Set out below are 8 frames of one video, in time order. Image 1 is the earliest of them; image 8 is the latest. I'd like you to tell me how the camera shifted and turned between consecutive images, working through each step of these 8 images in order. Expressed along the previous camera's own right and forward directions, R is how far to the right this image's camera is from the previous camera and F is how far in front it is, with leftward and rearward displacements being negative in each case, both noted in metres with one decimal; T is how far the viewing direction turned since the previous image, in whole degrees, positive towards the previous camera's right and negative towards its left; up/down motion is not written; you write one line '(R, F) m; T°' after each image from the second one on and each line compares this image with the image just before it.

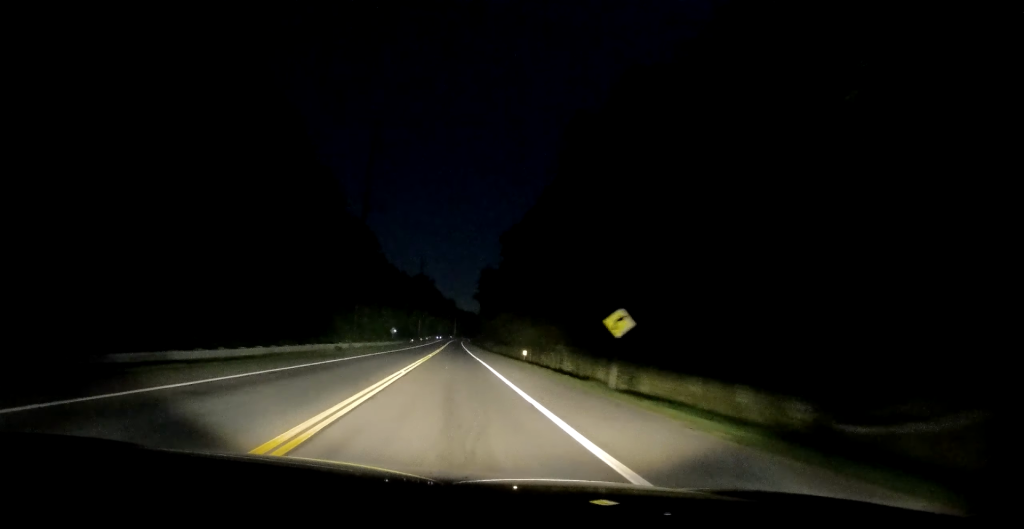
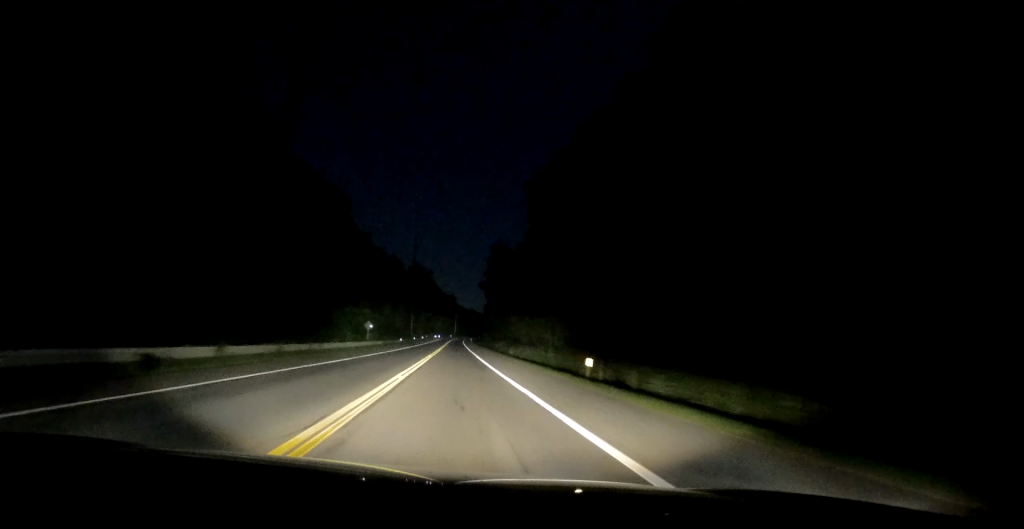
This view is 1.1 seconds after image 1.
(+0.1, +26.7) m; 0°
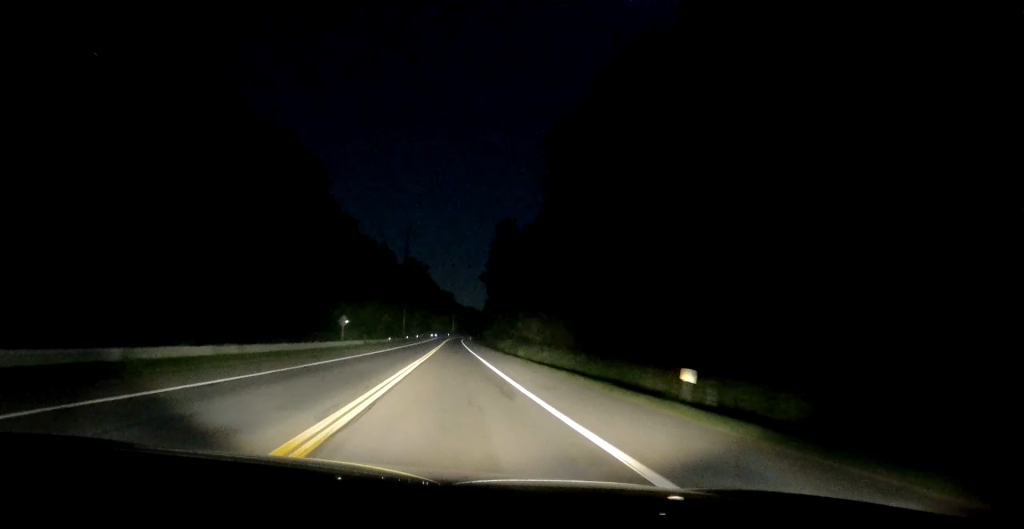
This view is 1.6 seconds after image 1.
(0.0, +14.2) m; 0°
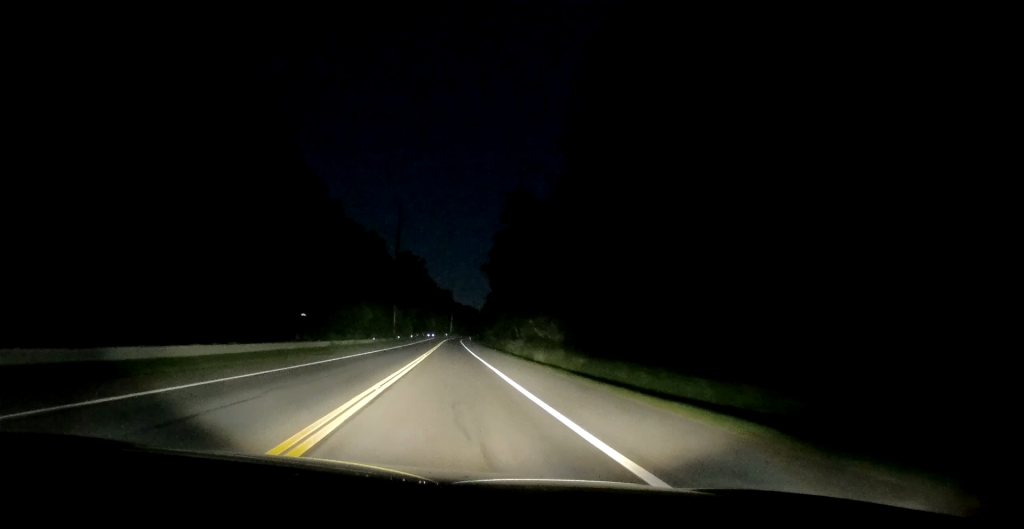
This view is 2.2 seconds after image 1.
(-0.2, +14.2) m; 0°
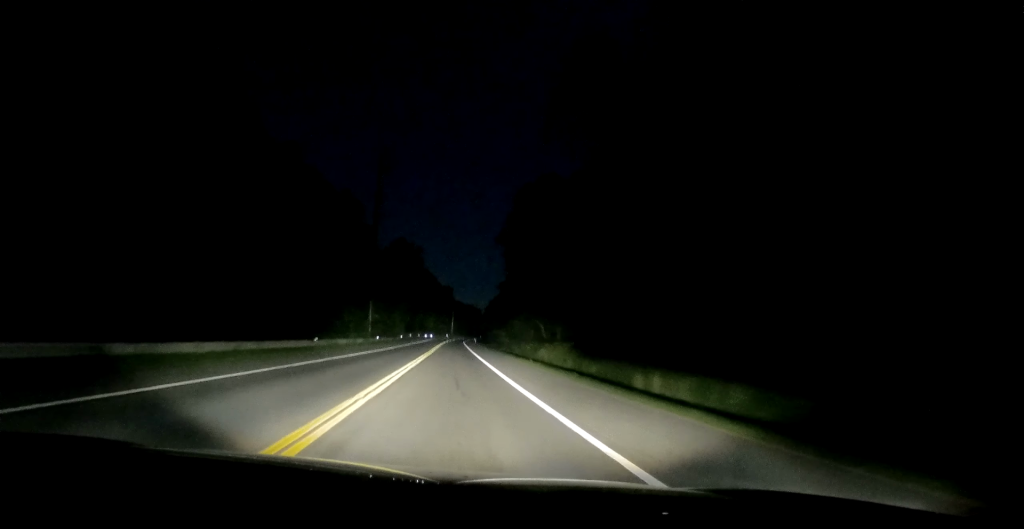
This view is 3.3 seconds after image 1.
(0.0, +27.8) m; 0°
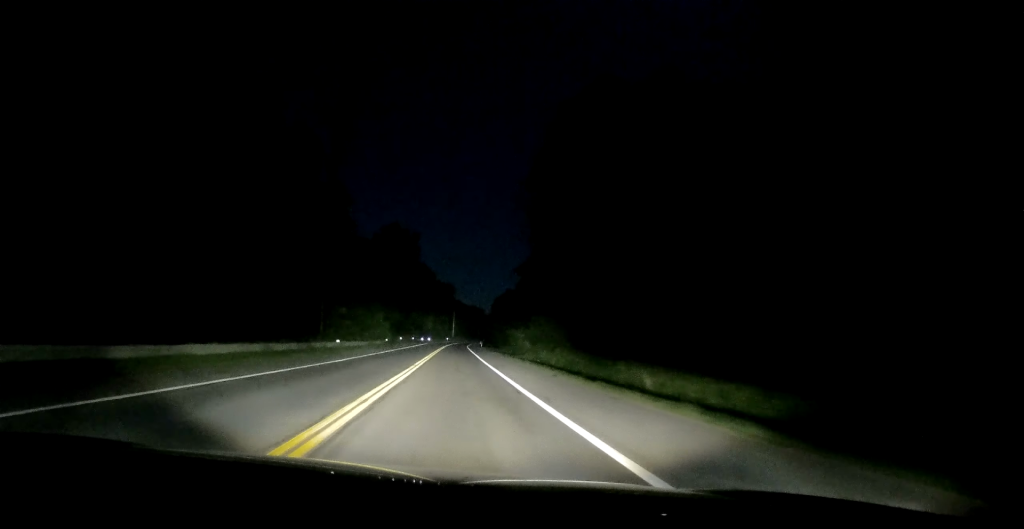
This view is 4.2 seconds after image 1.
(-0.1, +23.9) m; 0°
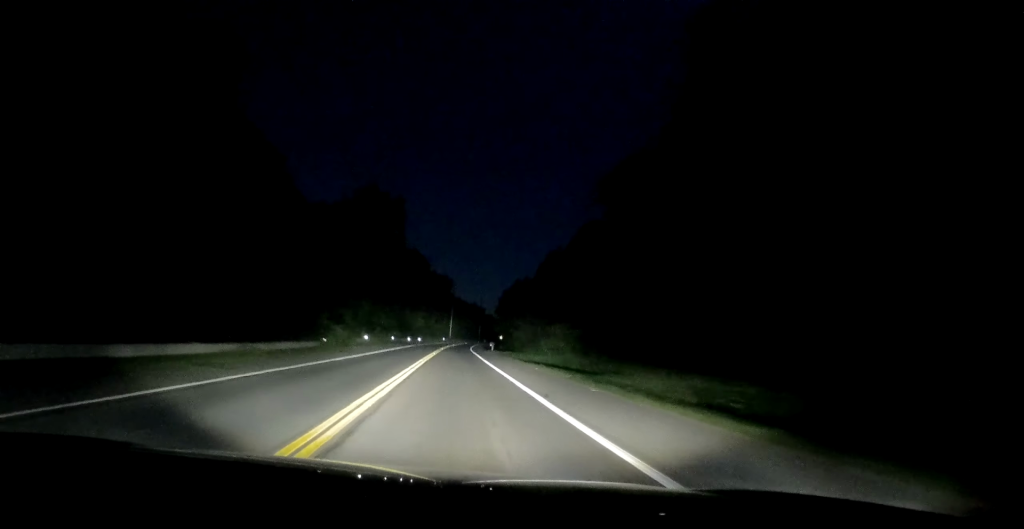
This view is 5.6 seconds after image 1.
(+0.1, +36.2) m; 0°
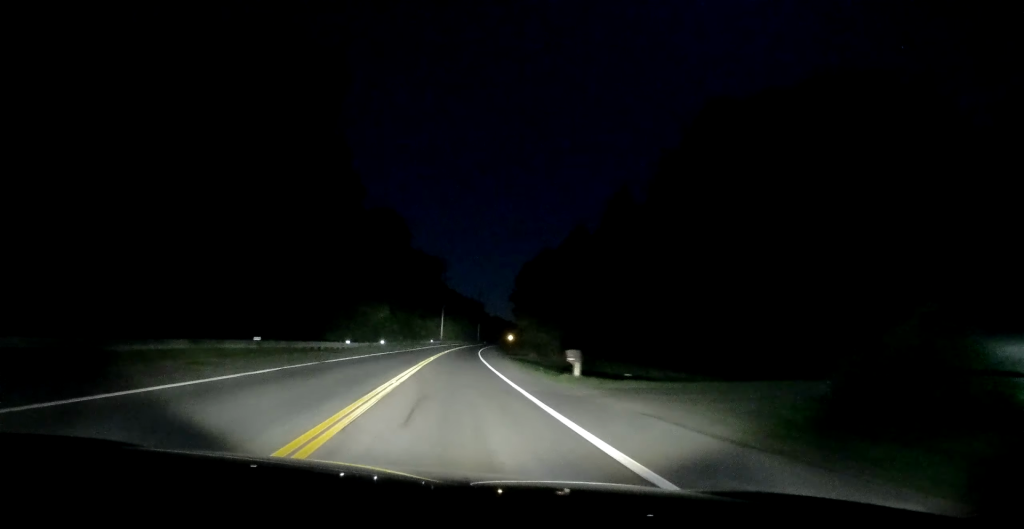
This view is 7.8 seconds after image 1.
(0.0, +55.3) m; 0°
